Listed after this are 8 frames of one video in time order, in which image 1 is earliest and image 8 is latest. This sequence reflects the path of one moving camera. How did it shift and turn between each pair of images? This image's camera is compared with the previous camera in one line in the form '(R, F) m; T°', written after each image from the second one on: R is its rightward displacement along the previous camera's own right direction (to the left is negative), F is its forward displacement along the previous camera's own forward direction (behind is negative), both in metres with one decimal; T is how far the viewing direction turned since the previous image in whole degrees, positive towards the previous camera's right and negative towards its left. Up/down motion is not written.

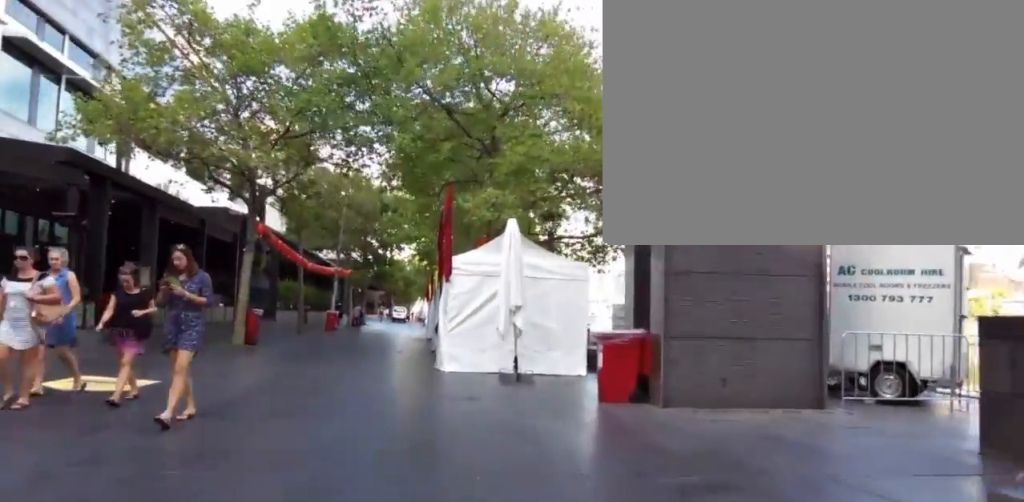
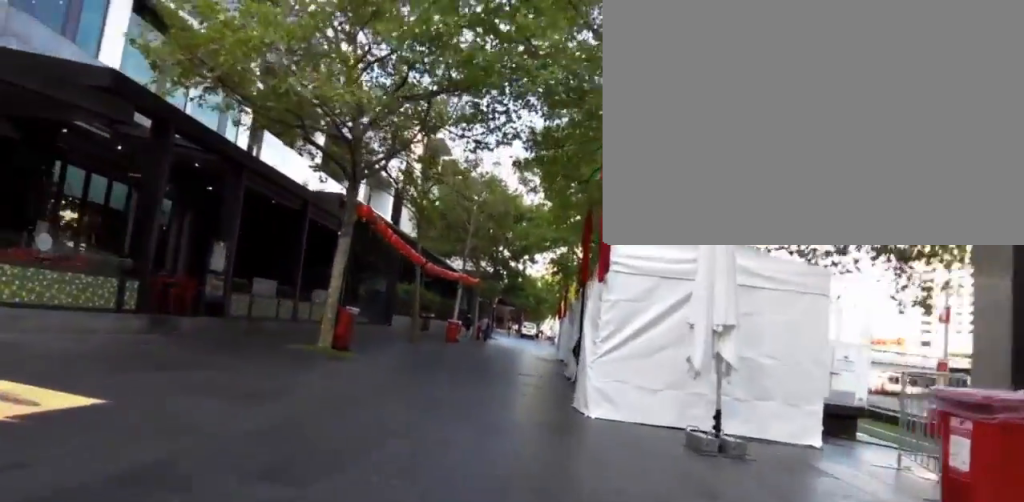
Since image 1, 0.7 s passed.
(0.0, +4.2) m; -1°
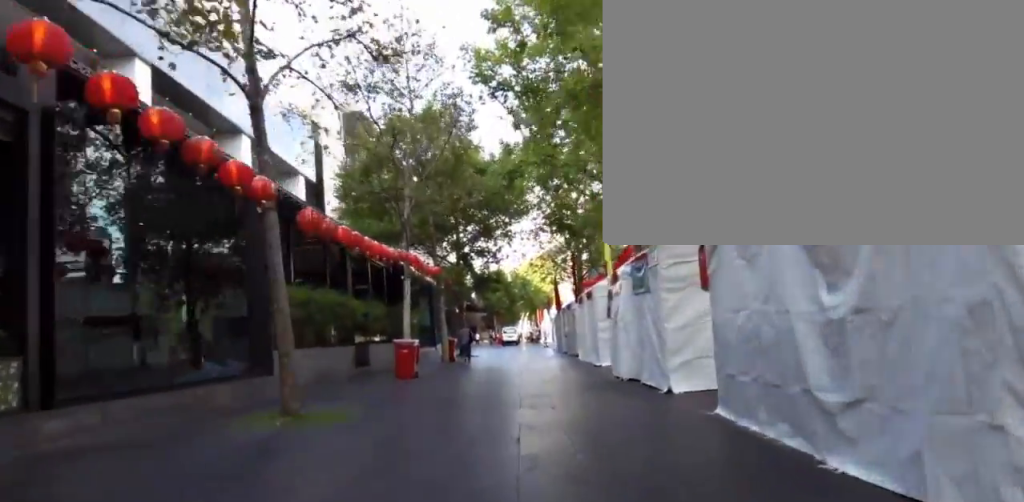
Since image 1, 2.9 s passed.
(-2.3, +13.6) m; -12°
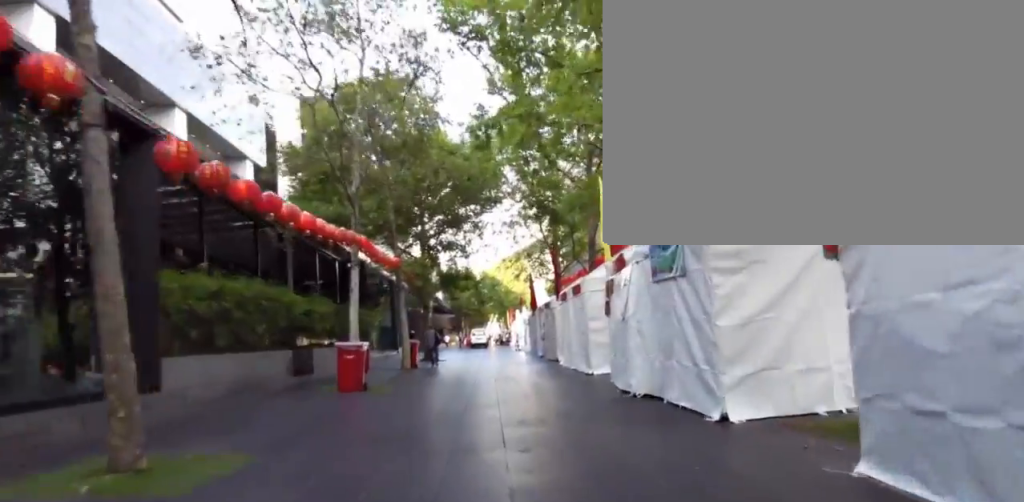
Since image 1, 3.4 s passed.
(0.0, +3.3) m; +8°
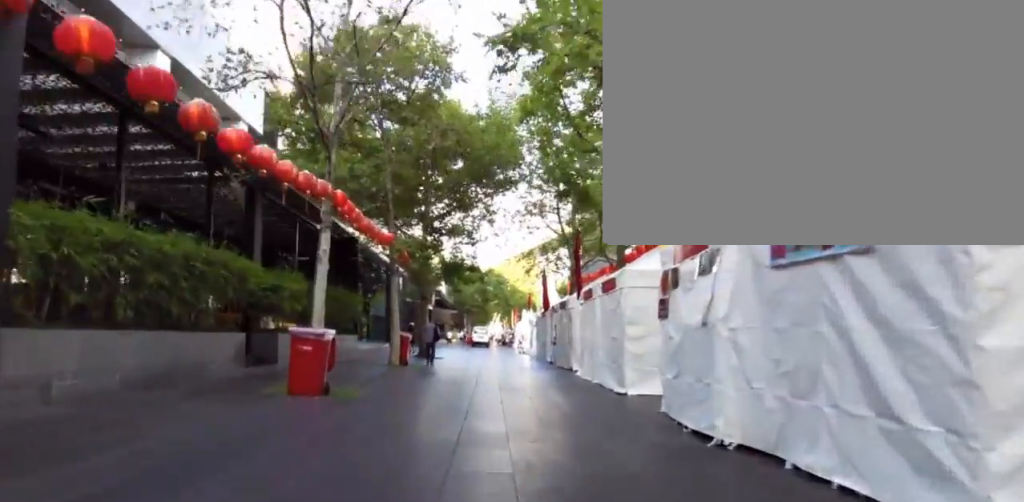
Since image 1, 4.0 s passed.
(+0.4, +3.4) m; +6°
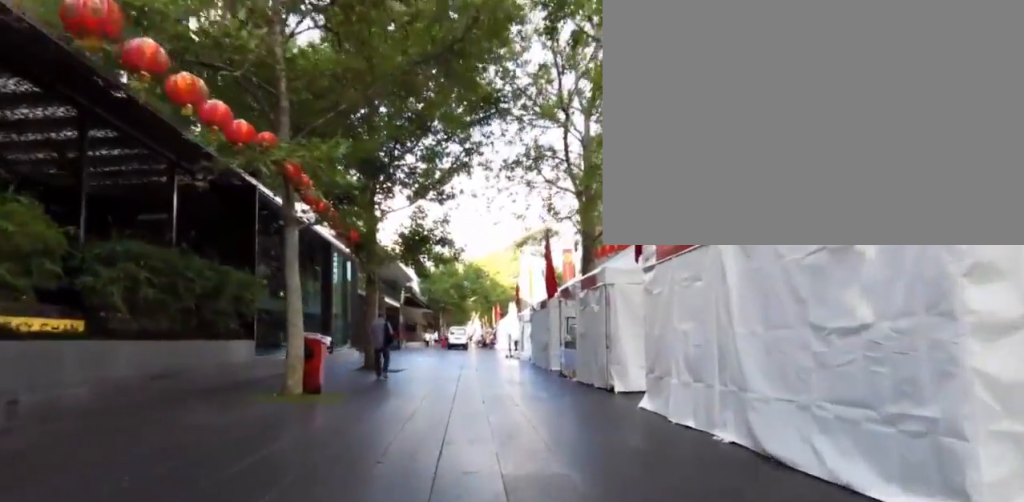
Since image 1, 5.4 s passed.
(+0.6, +8.5) m; +1°
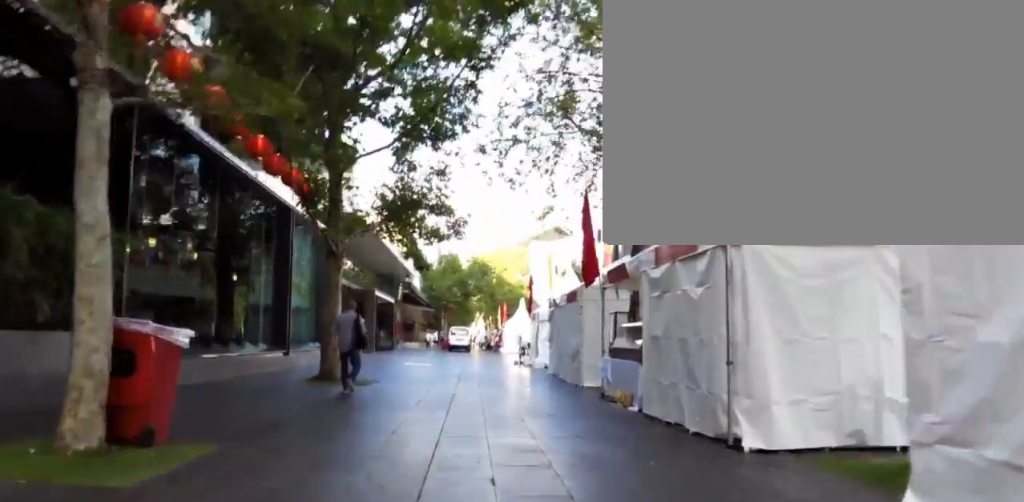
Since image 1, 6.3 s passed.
(-0.1, +5.6) m; -1°
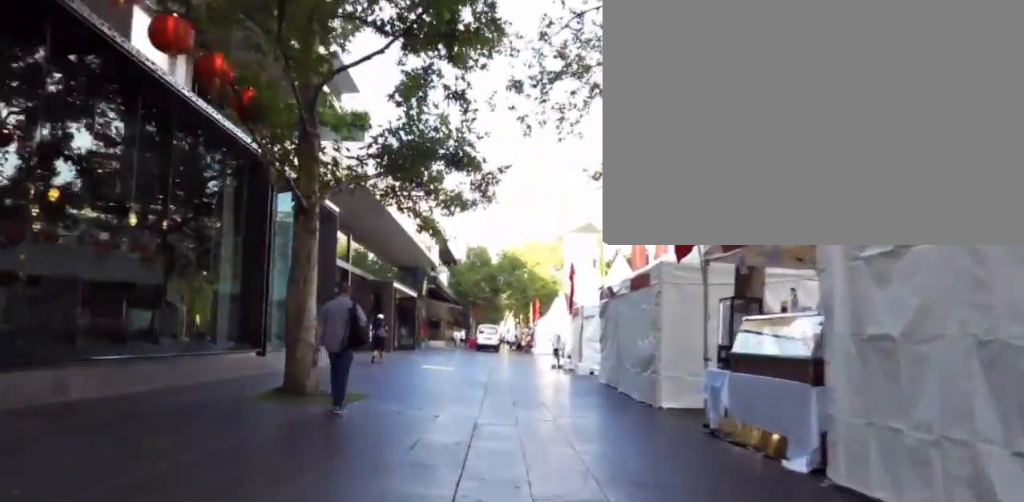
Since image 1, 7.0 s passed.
(0.0, +4.3) m; 0°
